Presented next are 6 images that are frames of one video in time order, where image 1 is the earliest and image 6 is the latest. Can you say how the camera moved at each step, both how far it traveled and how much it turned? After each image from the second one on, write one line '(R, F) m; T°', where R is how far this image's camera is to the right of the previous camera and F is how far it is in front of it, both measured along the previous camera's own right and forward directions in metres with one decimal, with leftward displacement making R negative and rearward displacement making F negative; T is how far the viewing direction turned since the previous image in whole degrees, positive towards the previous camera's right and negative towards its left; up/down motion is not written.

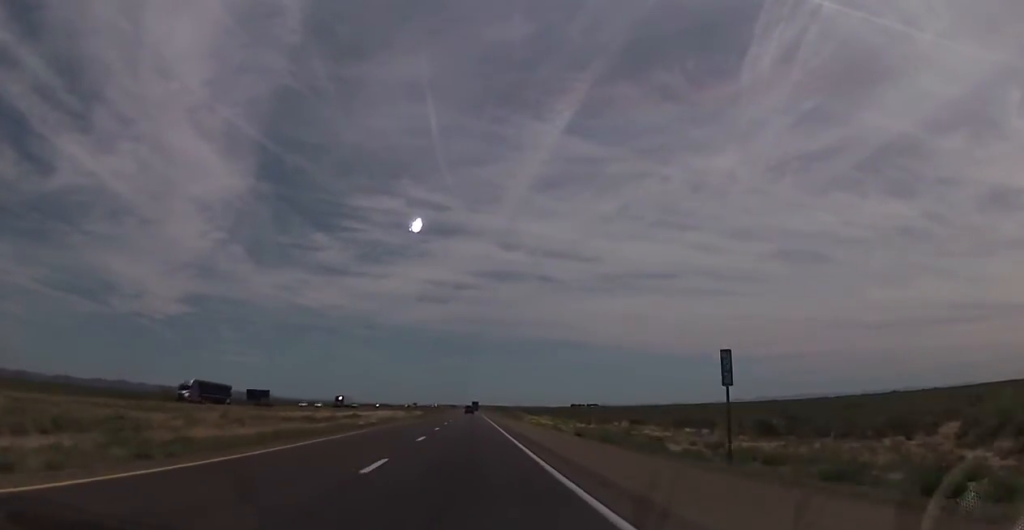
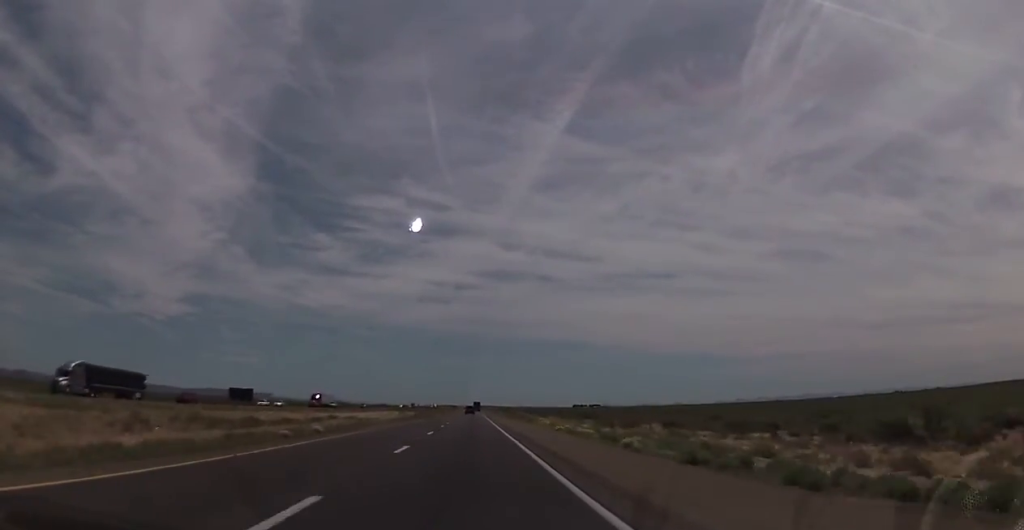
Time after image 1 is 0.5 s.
(0.0, +18.9) m; 0°
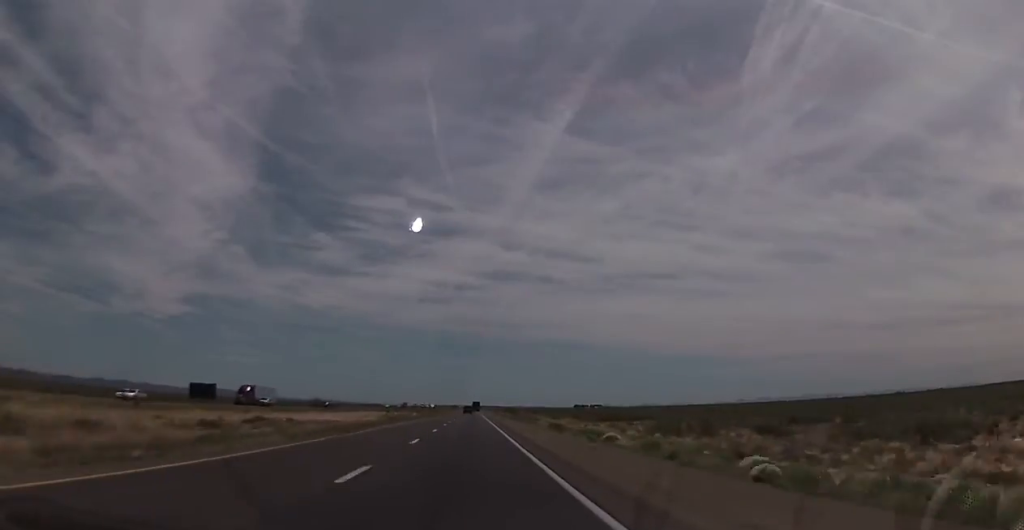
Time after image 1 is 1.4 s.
(0.0, +32.0) m; 0°
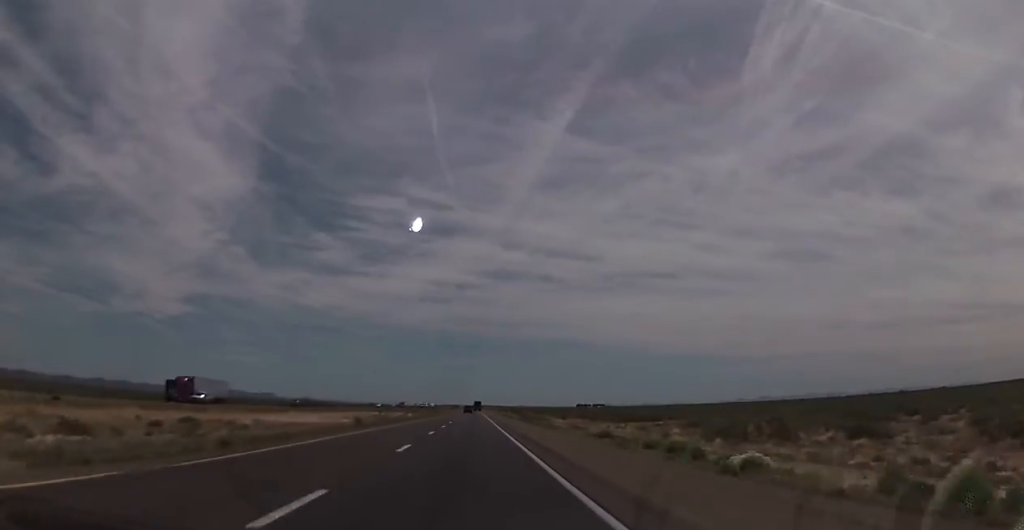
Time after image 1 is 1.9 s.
(0.0, +16.6) m; 0°
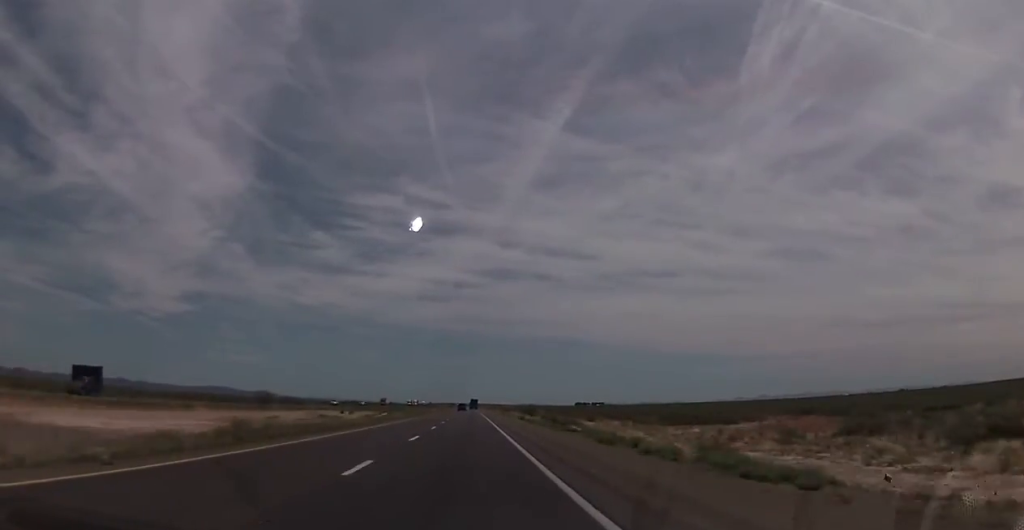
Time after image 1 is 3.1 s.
(0.0, +44.0) m; 0°
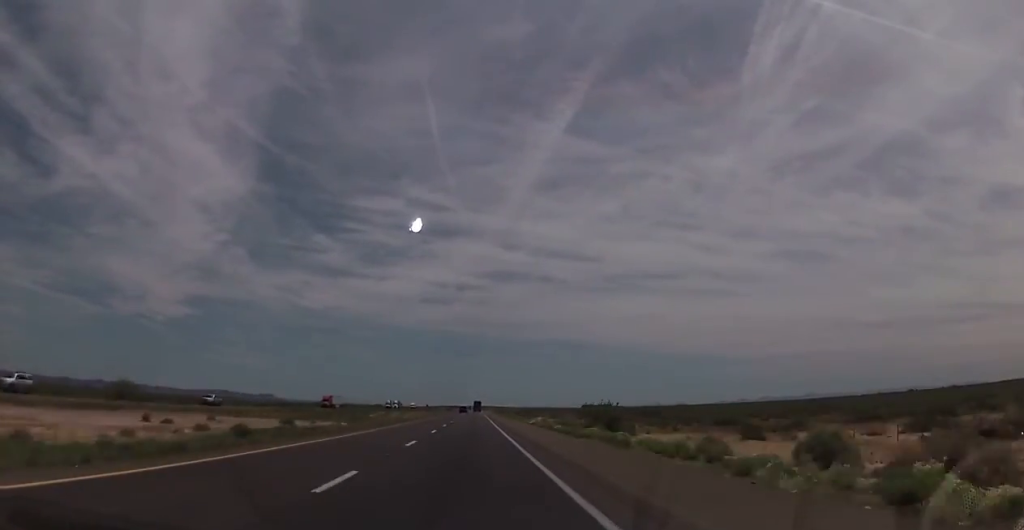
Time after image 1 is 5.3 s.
(+0.9, +76.1) m; 0°
